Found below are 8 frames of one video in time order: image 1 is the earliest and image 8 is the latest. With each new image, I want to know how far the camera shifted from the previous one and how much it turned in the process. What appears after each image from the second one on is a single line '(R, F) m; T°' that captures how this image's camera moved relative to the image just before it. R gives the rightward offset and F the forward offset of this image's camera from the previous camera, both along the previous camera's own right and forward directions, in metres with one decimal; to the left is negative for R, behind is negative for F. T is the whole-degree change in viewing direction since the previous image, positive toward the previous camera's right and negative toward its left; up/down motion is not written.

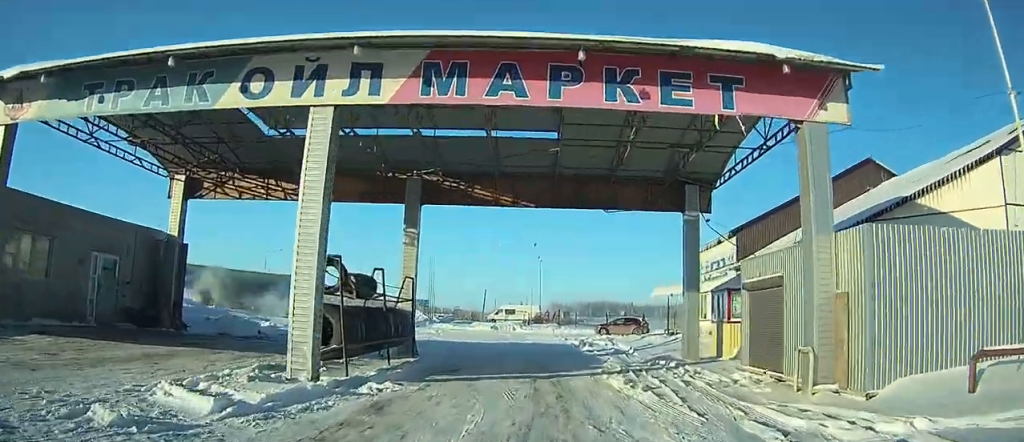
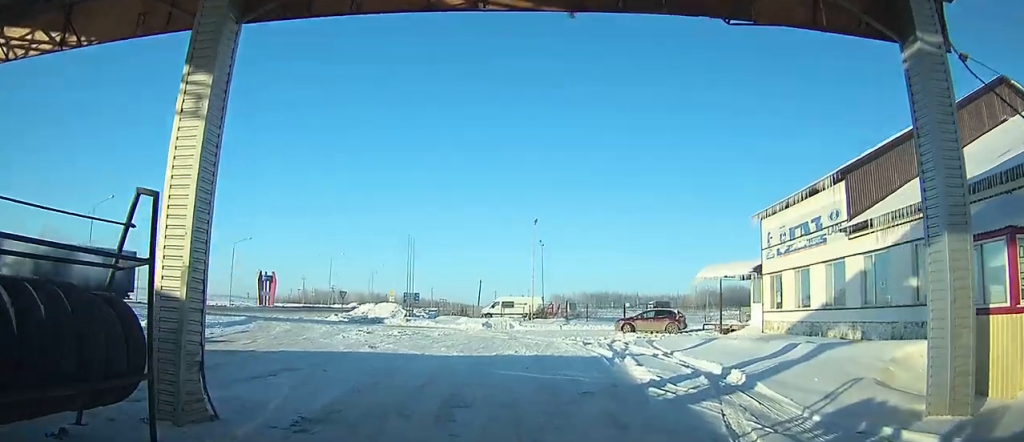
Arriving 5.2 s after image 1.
(+0.4, +11.1) m; -2°
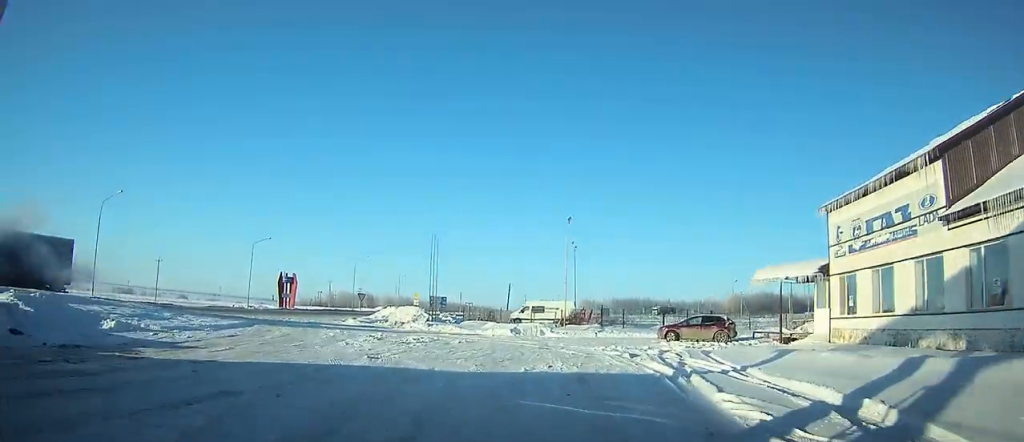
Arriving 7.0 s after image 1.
(-0.1, +4.0) m; -4°
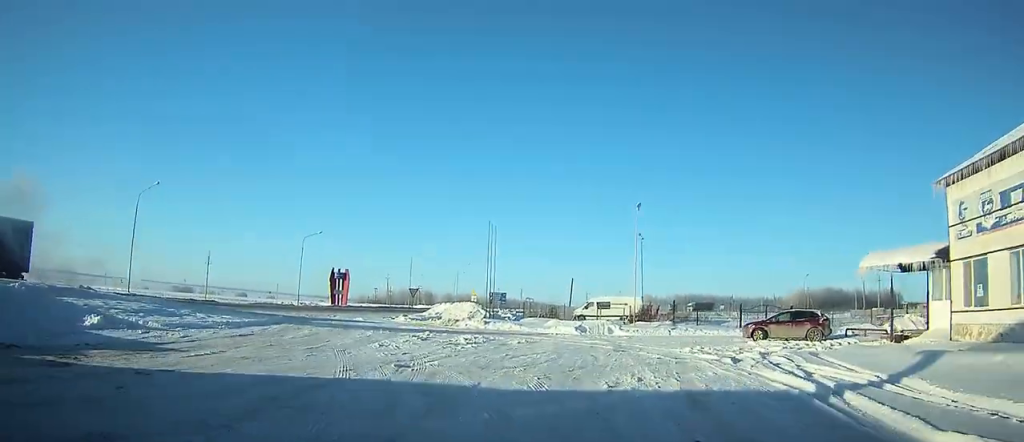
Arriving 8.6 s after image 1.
(-0.2, +3.7) m; -5°
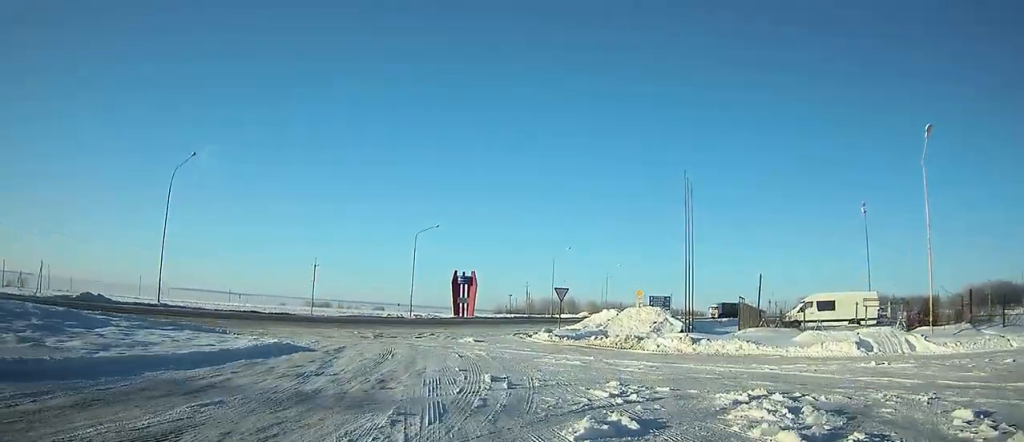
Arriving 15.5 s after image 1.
(-2.5, +16.8) m; -13°
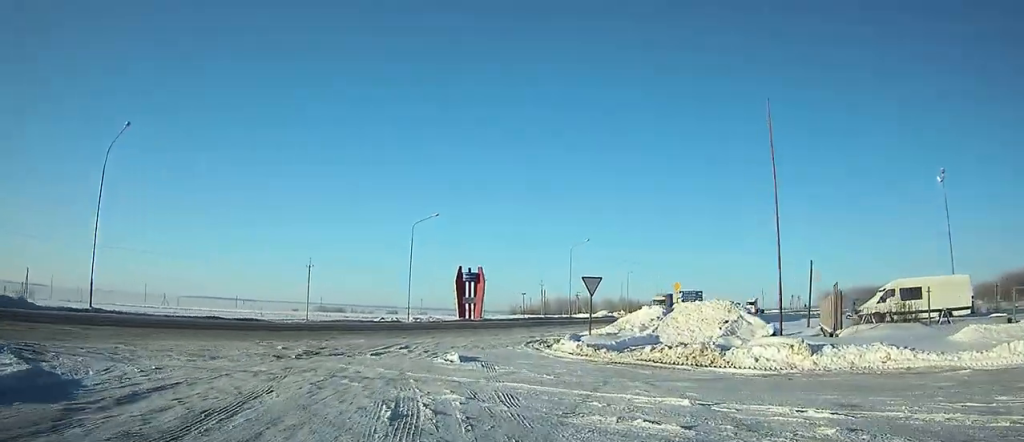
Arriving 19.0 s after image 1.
(-0.2, +8.2) m; -6°
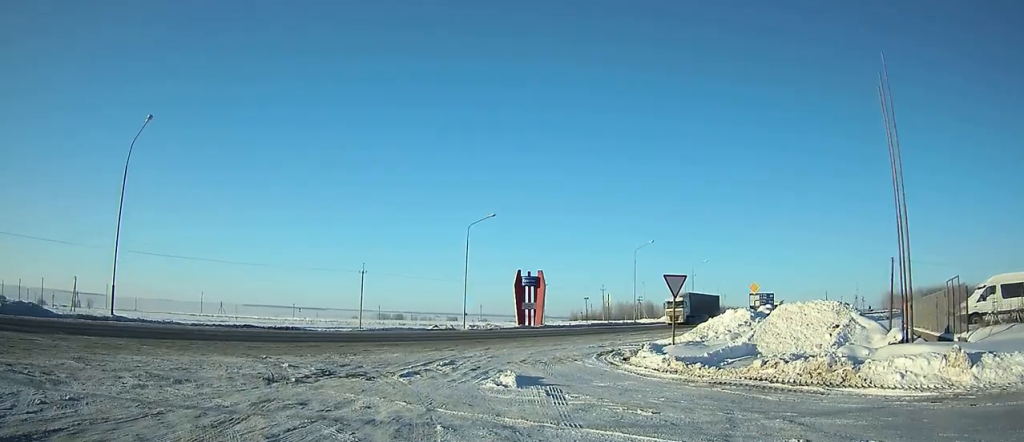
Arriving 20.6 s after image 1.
(-0.2, +3.2) m; -4°
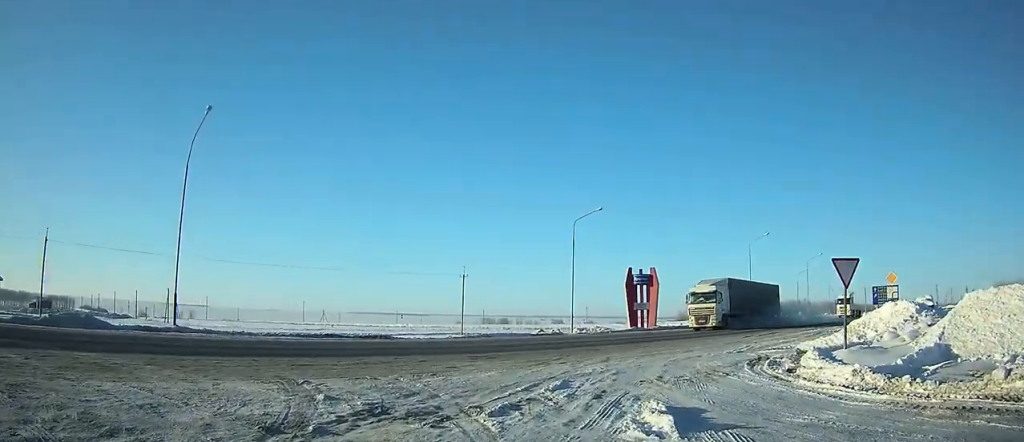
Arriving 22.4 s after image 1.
(-0.1, +3.3) m; -3°
